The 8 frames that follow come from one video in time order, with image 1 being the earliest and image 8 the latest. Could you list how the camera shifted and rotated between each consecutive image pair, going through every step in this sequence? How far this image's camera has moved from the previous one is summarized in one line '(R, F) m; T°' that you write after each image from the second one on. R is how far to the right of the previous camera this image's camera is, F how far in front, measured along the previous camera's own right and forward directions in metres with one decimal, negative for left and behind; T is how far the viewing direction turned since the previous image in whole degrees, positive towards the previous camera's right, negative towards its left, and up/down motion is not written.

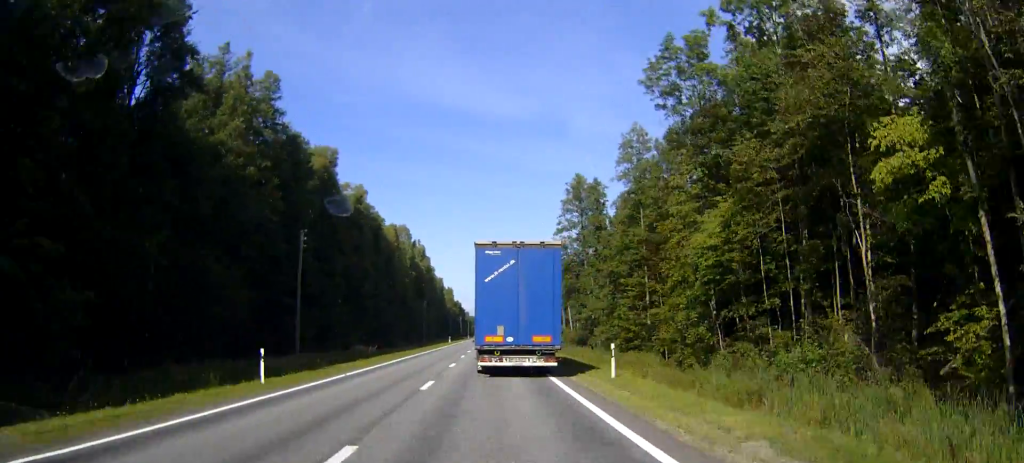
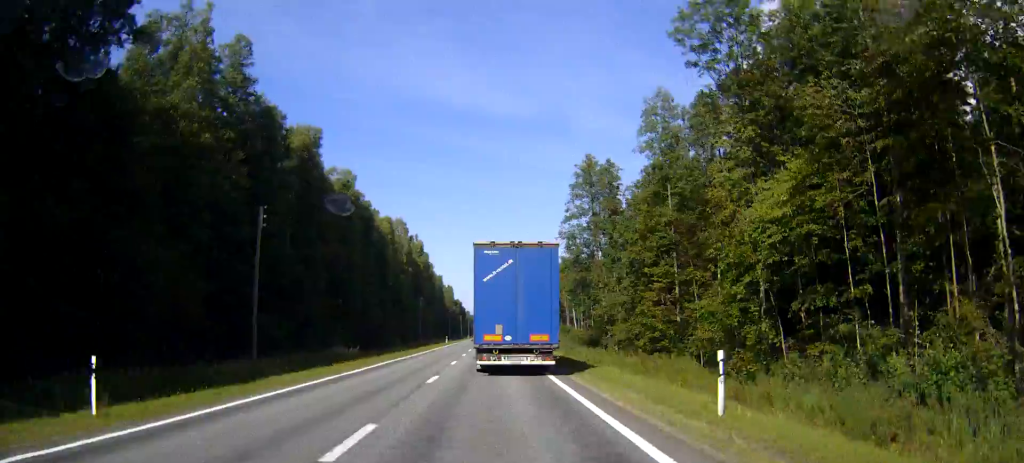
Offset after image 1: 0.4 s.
(0.0, +10.0) m; 0°
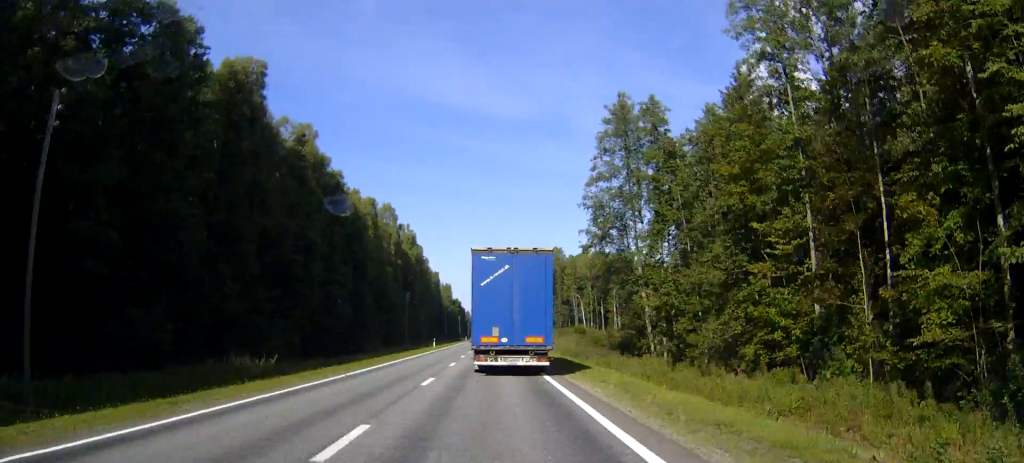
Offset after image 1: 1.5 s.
(0.0, +23.6) m; 0°
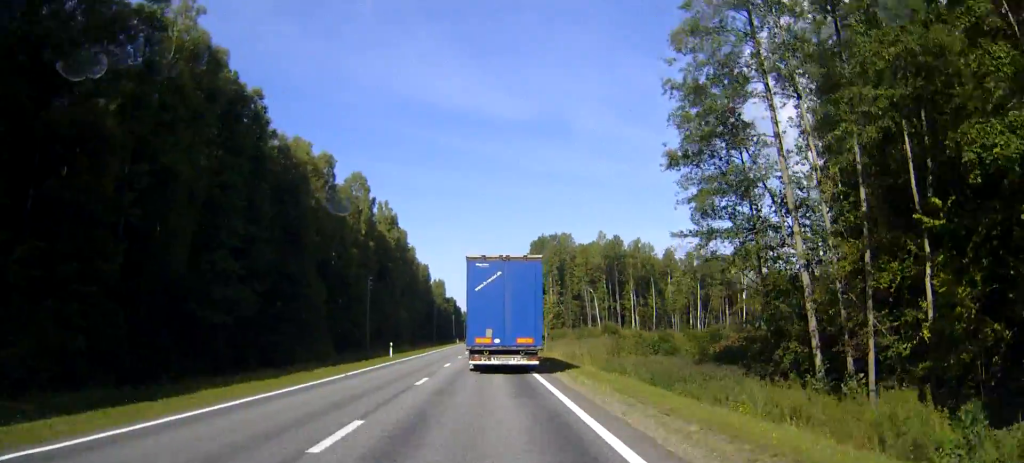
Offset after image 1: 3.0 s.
(+0.2, +35.2) m; +1°
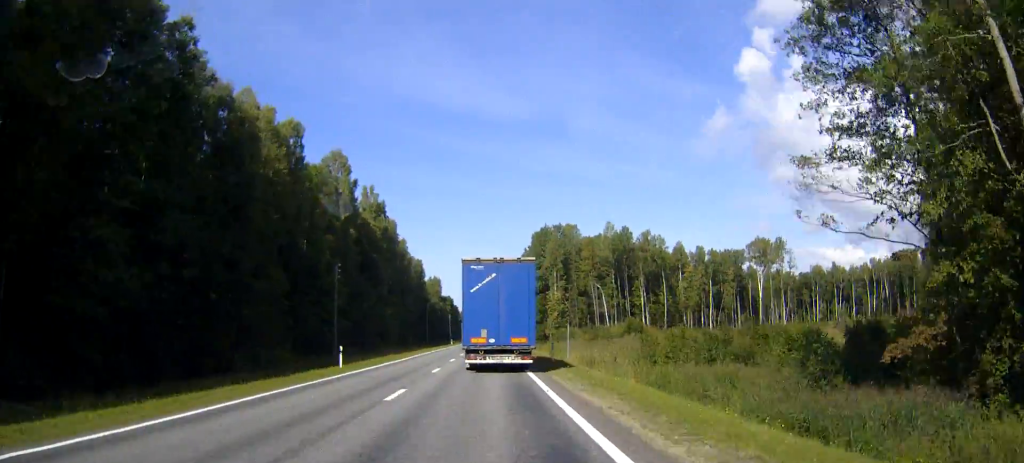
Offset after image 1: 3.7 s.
(+0.1, +17.0) m; 0°
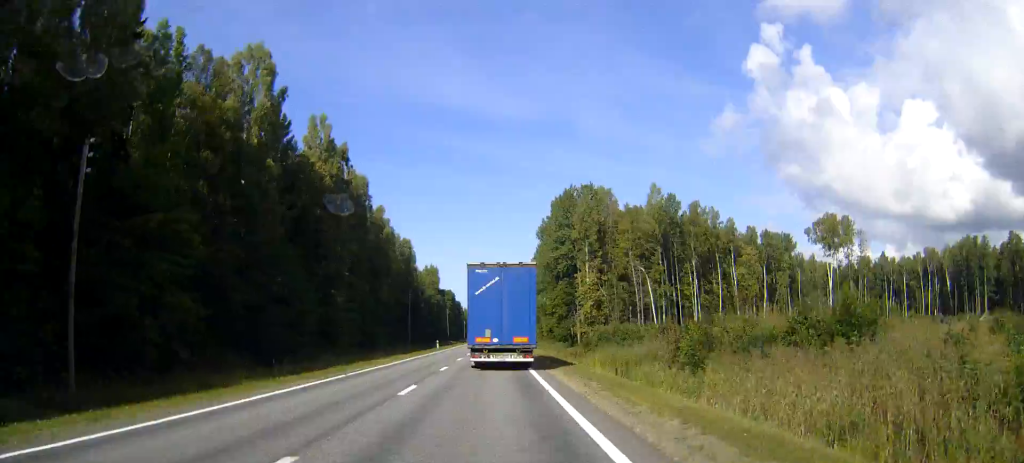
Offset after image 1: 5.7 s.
(-0.3, +46.9) m; 0°
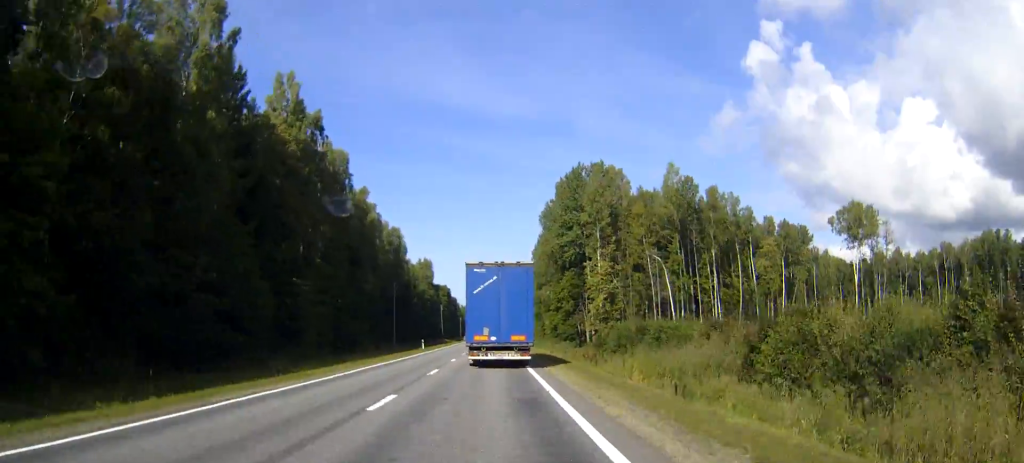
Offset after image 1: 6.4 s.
(0.0, +15.6) m; 0°
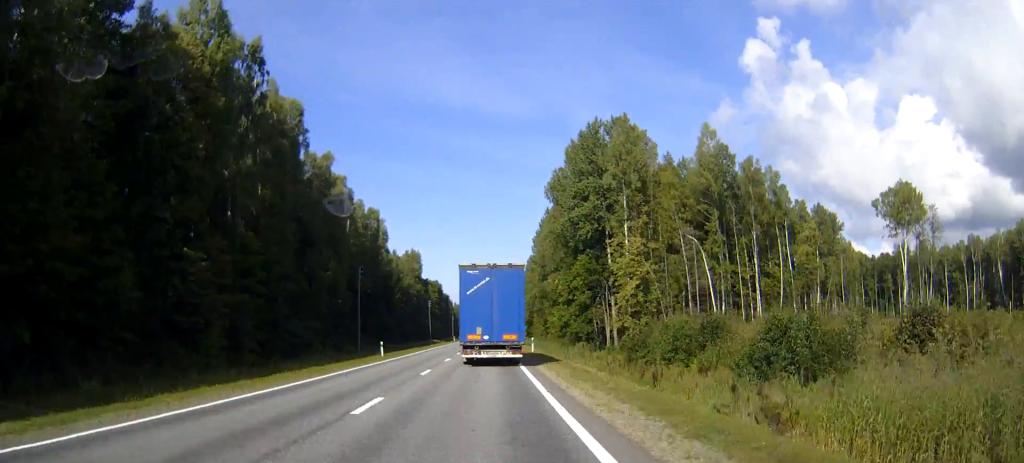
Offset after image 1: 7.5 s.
(0.0, +24.6) m; 0°
